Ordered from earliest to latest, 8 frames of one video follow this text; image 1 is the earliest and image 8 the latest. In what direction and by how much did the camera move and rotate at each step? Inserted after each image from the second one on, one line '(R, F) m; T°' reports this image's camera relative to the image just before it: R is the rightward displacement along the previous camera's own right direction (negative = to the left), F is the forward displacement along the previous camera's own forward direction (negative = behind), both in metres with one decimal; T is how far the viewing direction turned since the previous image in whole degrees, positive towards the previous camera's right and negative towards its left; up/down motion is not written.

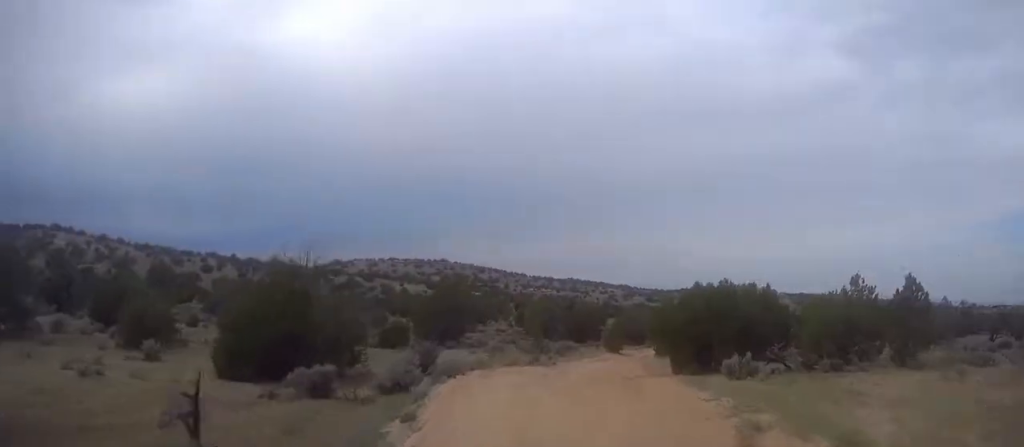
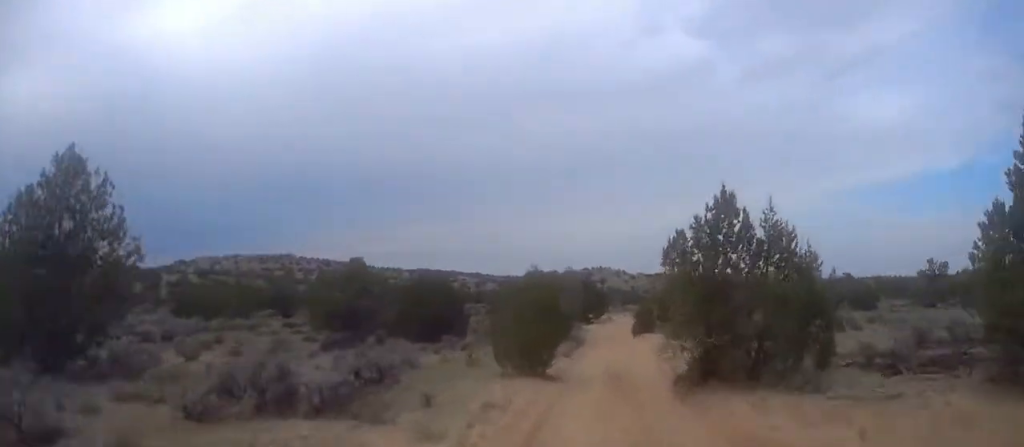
(+5.3, +37.2) m; +16°
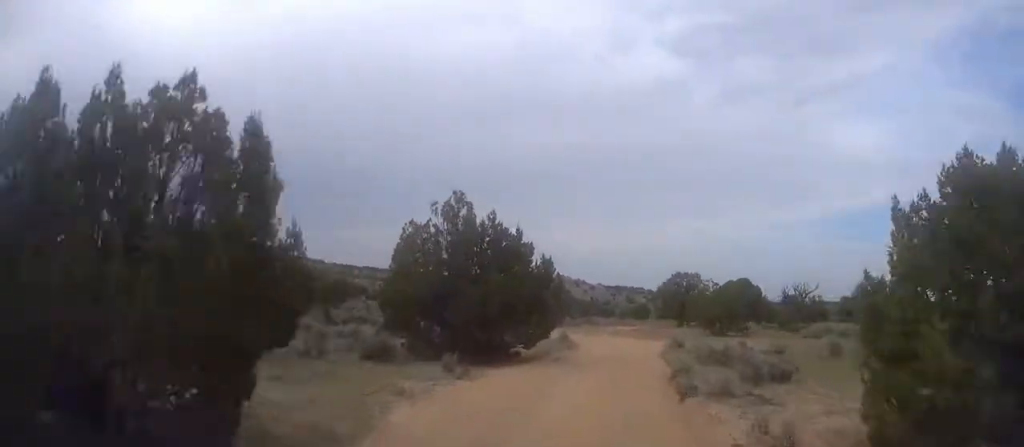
(+1.7, +42.4) m; +3°
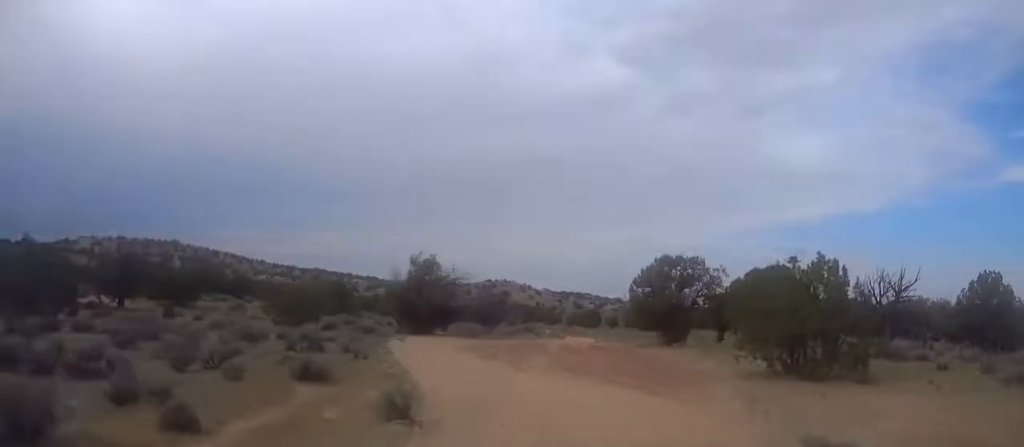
(-0.2, +22.1) m; -1°
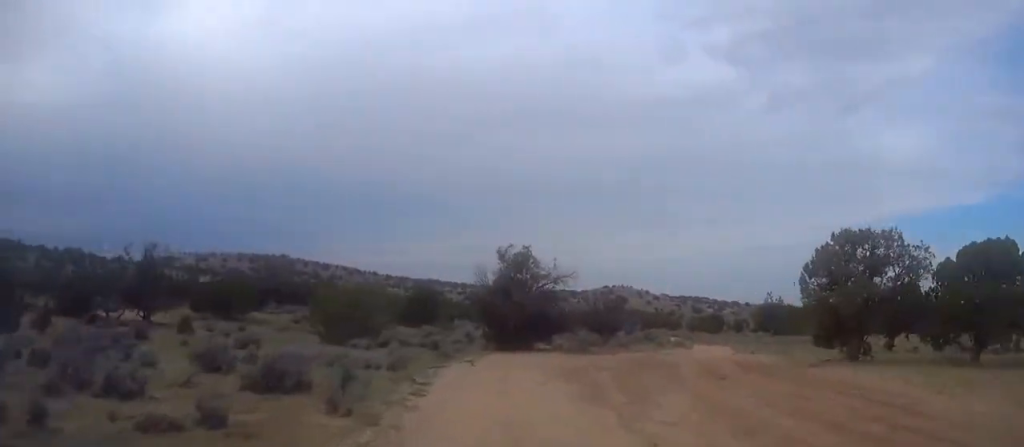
(+0.1, +10.6) m; -2°
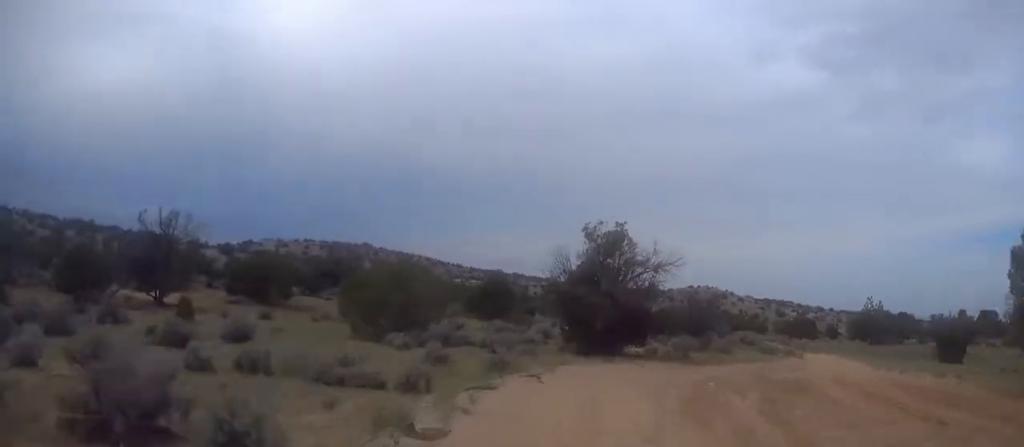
(0.0, +7.8) m; 0°
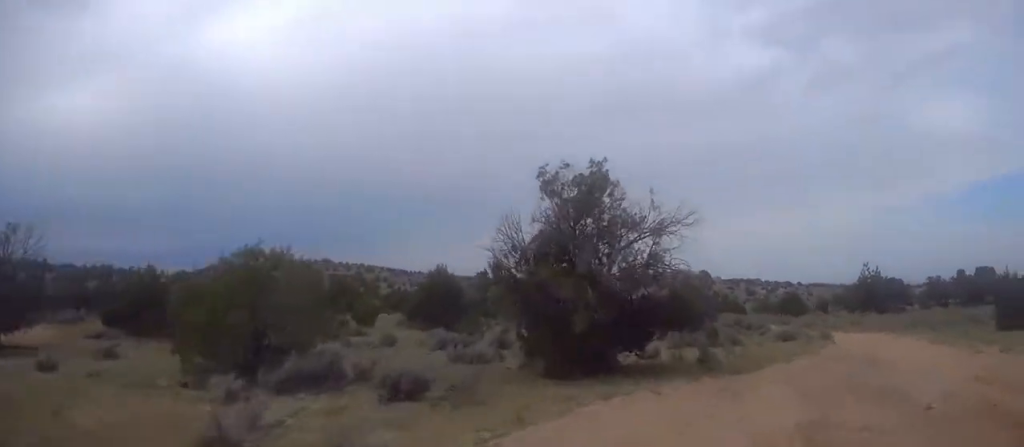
(-0.7, +11.5) m; +2°
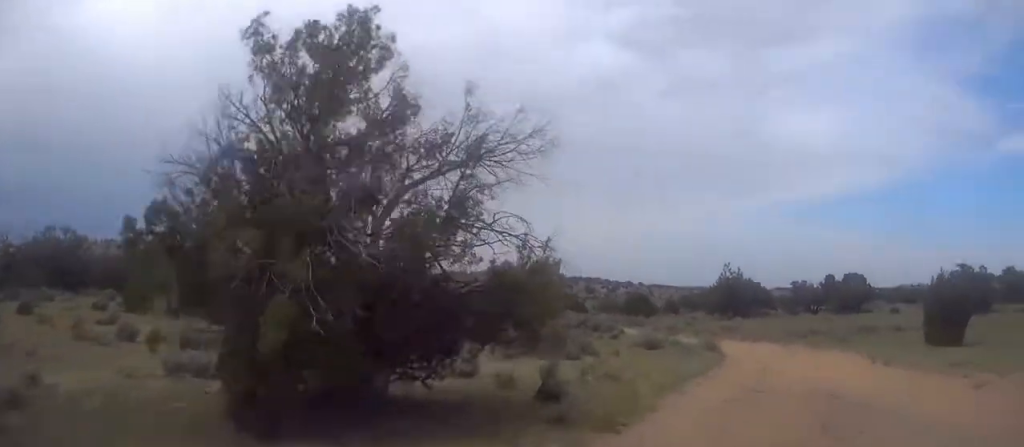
(+0.6, +10.2) m; +8°
